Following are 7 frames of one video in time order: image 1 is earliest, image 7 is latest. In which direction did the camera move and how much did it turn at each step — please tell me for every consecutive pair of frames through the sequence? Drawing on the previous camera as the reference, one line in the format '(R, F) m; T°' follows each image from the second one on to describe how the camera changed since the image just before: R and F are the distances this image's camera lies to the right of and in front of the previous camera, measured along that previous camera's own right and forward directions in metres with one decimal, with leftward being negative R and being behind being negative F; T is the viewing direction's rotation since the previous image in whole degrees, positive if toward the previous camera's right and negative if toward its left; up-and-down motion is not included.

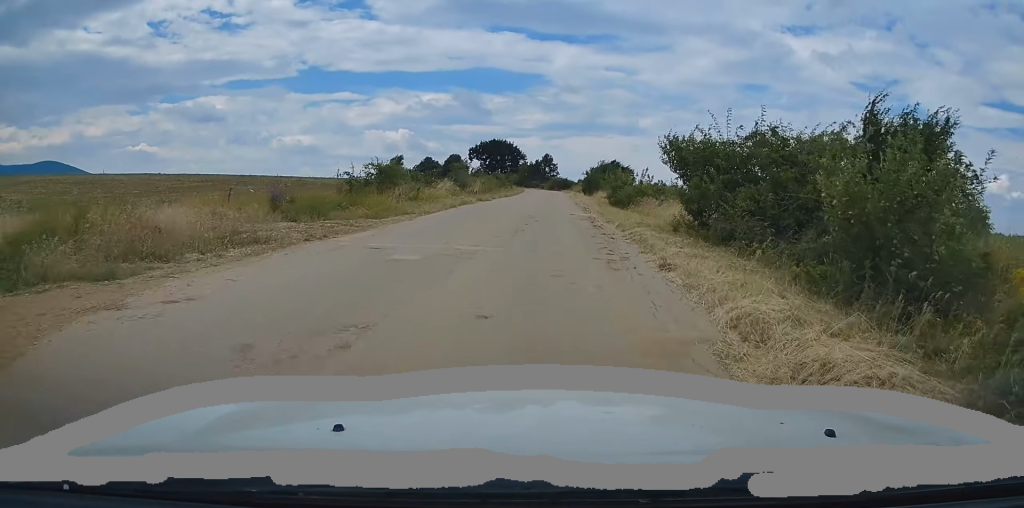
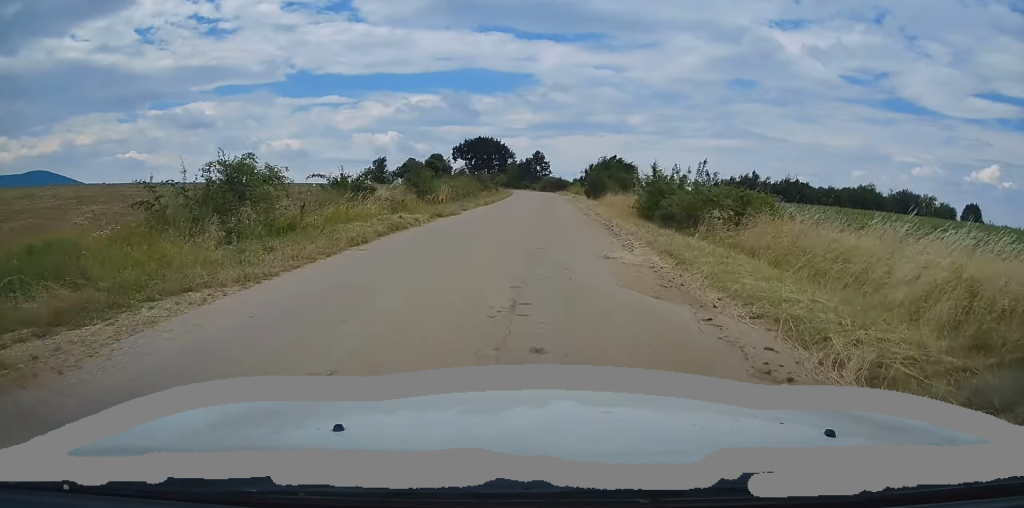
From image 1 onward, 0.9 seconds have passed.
(+0.3, +12.4) m; +1°
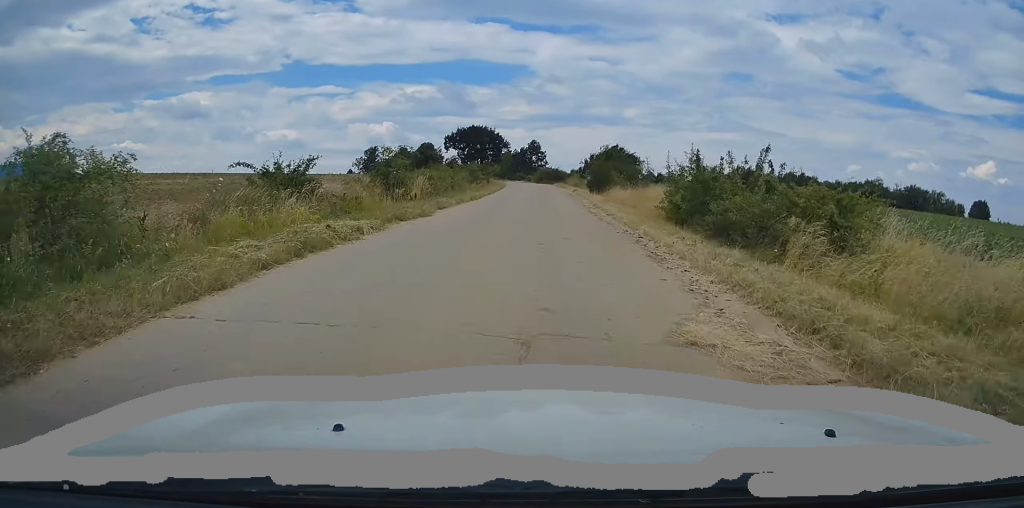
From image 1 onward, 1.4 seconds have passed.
(0.0, +5.7) m; 0°
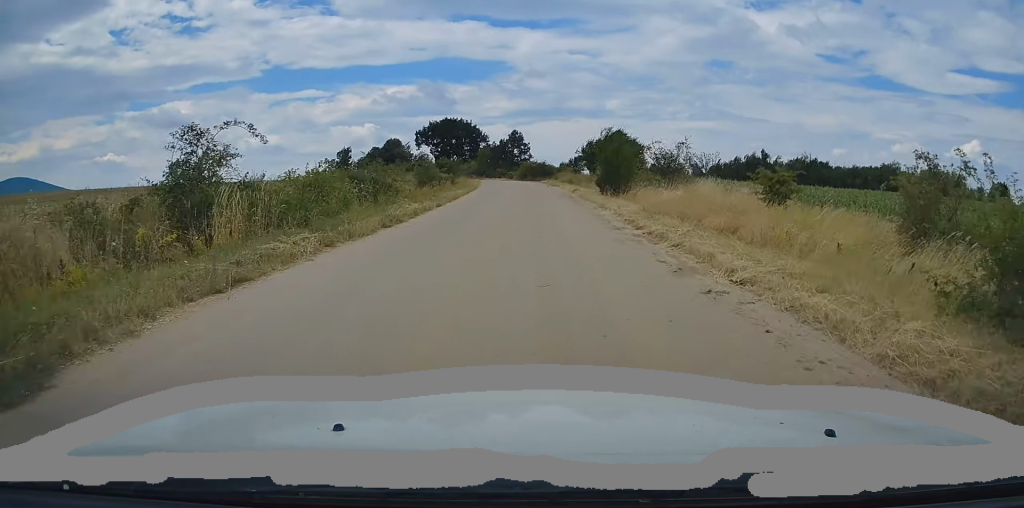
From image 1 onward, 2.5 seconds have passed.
(0.0, +14.9) m; 0°
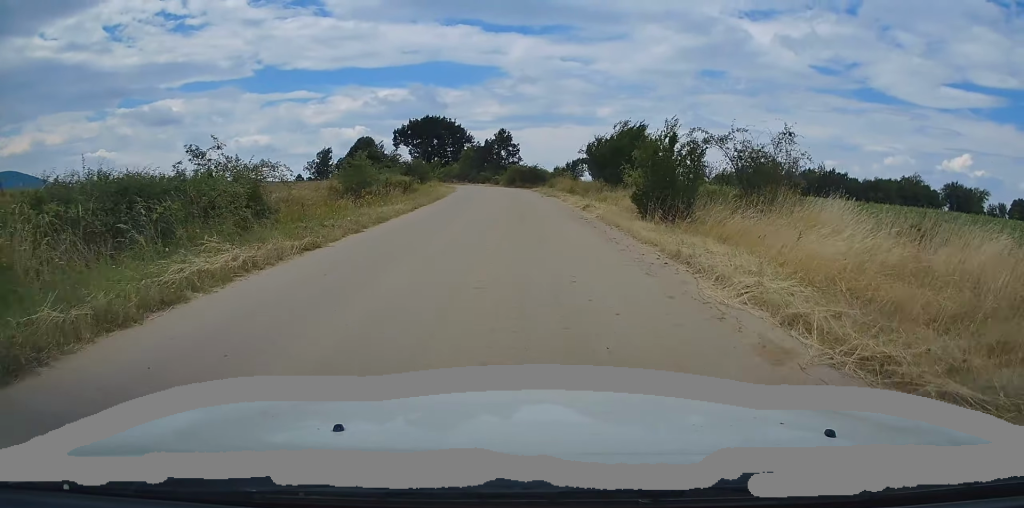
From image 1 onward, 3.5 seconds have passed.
(+0.1, +12.6) m; +1°
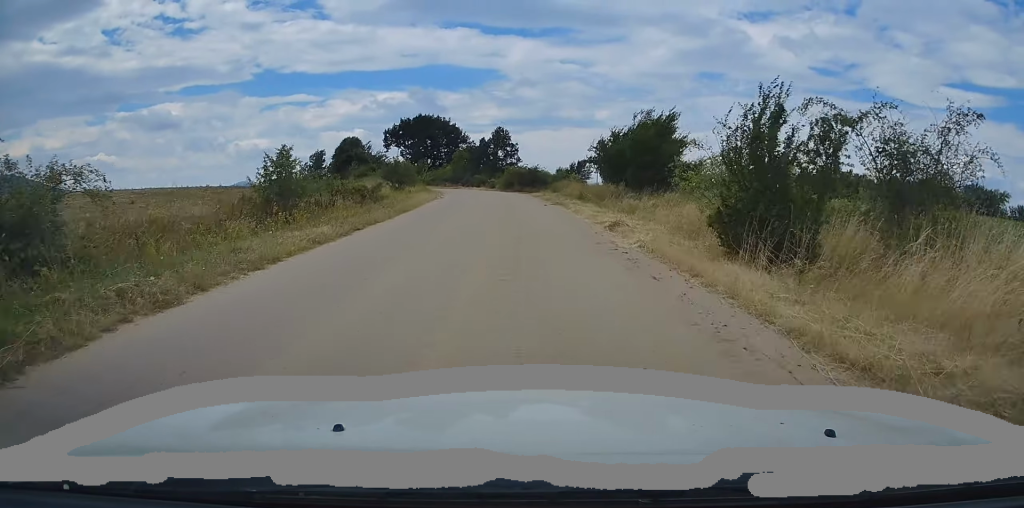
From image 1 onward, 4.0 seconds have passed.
(+0.1, +7.4) m; 0°
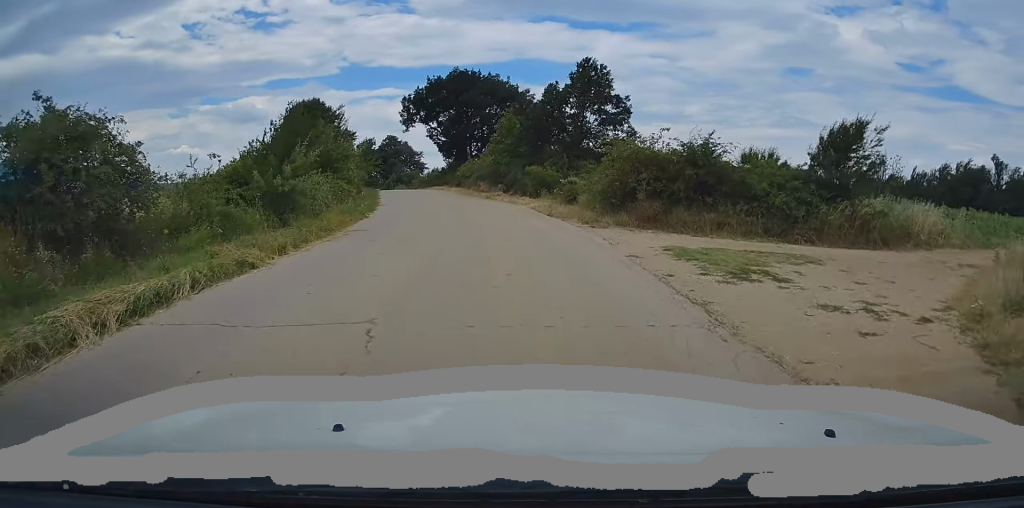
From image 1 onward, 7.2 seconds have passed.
(-1.5, +41.7) m; -9°
